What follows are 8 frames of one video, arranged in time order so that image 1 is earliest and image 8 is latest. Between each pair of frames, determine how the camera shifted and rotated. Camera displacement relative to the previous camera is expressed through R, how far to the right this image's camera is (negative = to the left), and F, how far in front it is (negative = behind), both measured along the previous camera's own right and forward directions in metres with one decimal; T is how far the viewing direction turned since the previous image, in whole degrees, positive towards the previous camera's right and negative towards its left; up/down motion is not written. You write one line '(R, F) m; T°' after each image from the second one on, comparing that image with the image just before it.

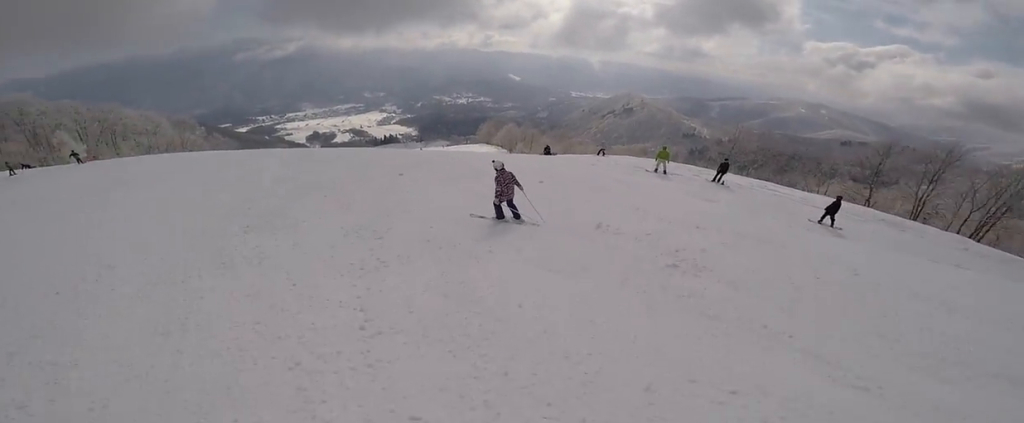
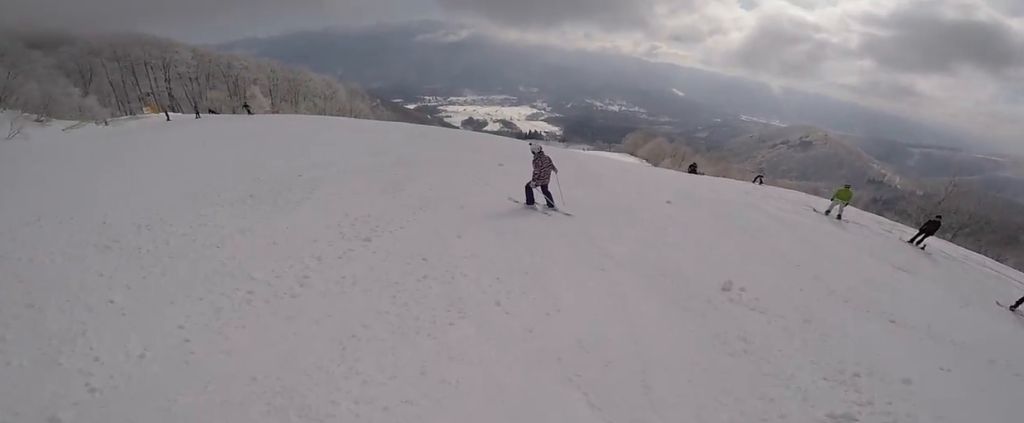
(-0.4, +2.5) m; -10°
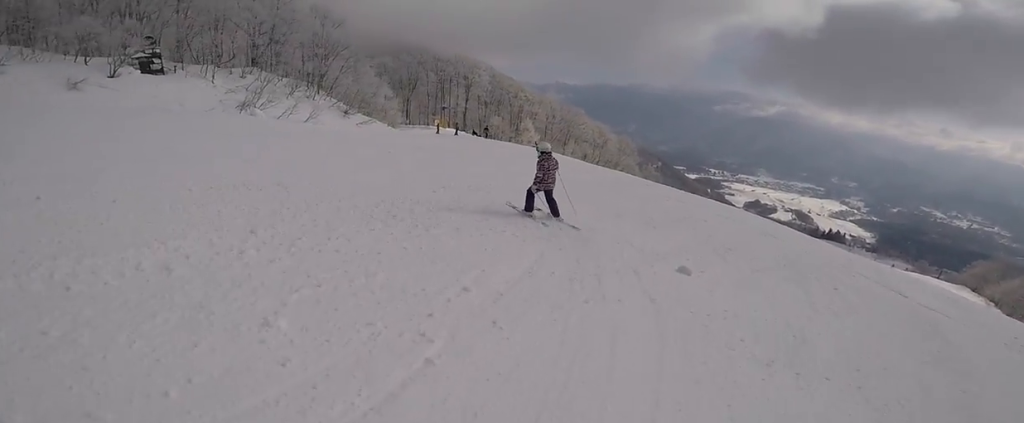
(-2.1, +6.9) m; -46°
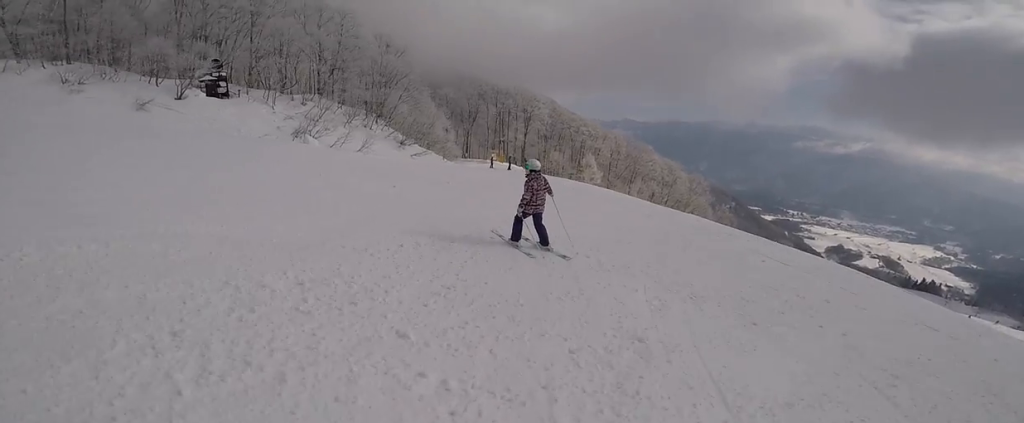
(-0.9, +2.5) m; -22°
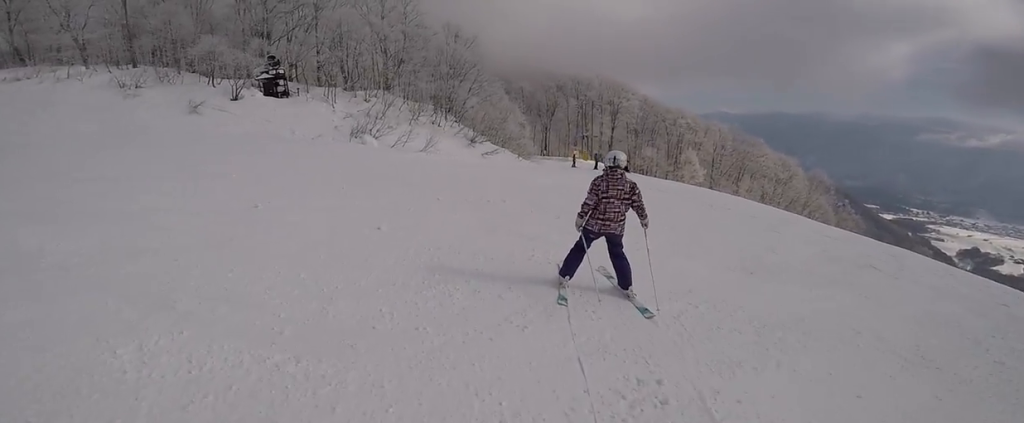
(-1.3, +5.5) m; +4°
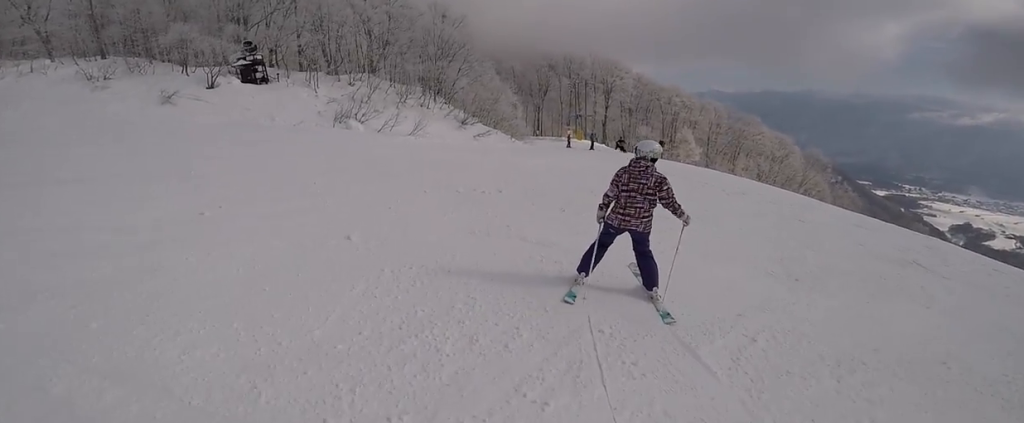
(+0.3, +1.0) m; +11°
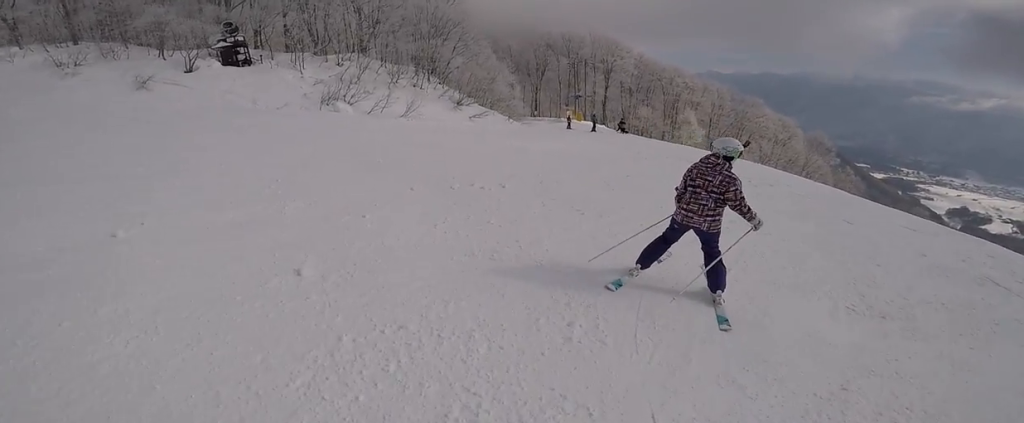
(+0.3, +1.6) m; +14°
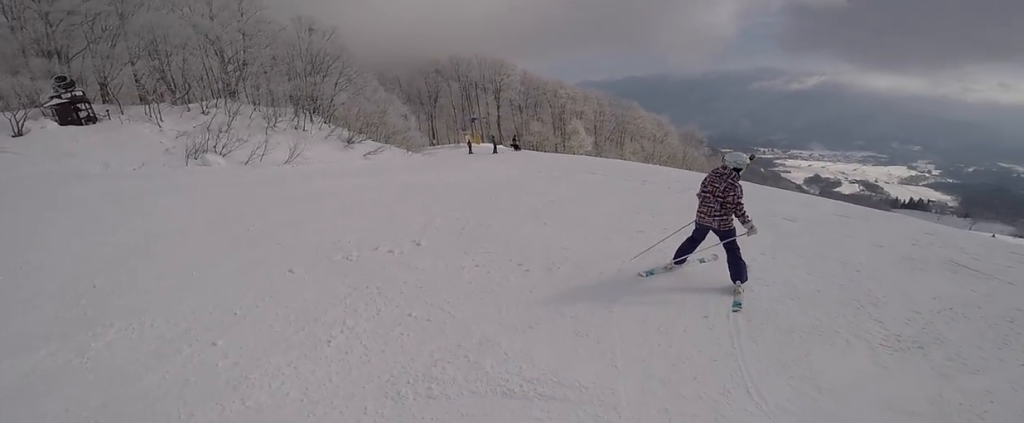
(+0.2, +2.3) m; +9°
